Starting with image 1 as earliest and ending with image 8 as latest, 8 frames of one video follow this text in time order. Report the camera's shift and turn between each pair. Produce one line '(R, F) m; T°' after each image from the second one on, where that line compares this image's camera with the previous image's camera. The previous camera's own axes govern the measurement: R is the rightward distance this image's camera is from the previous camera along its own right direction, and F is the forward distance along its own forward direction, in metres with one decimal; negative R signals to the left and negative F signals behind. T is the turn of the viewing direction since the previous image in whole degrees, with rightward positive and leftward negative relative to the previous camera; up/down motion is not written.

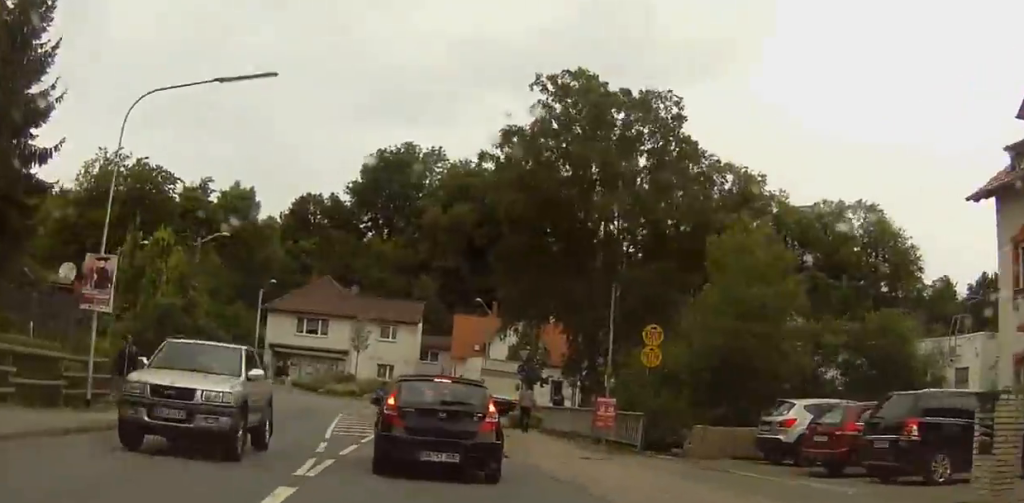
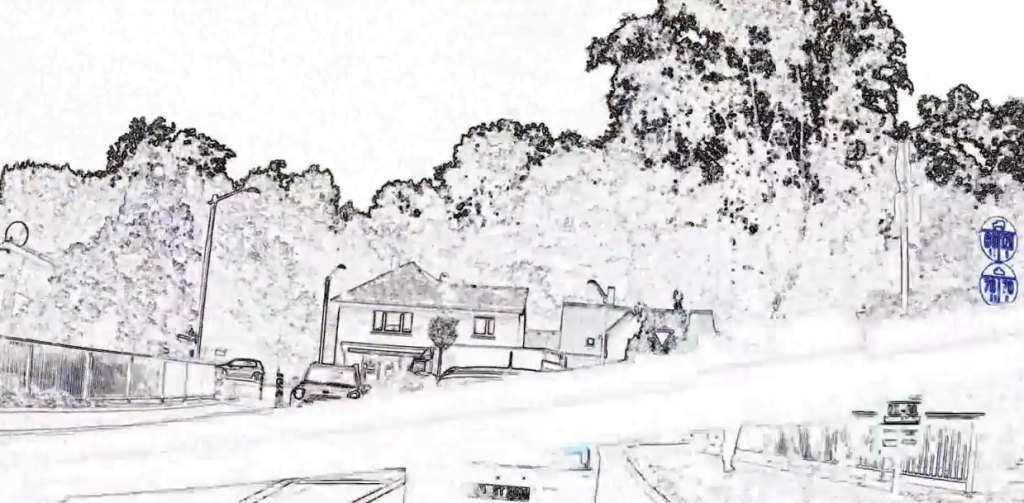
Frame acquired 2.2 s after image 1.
(-2.2, +12.0) m; -11°
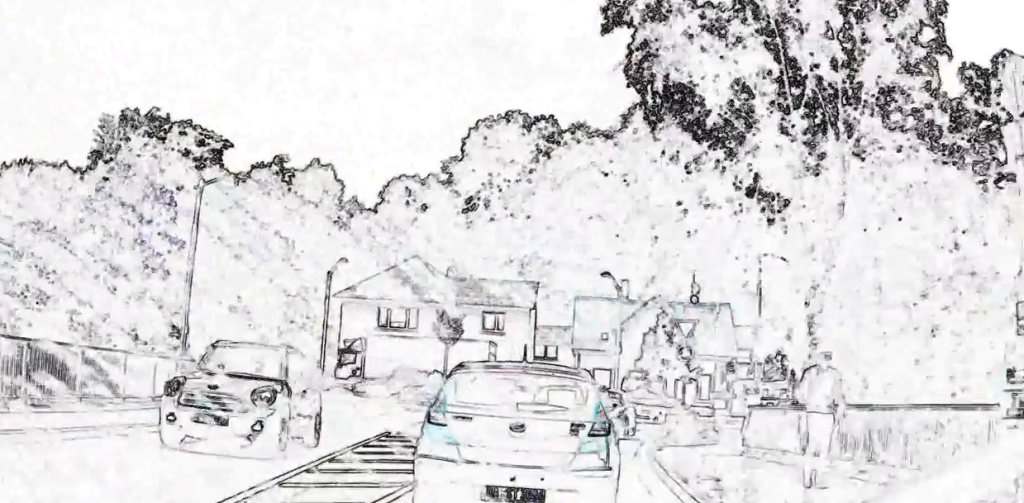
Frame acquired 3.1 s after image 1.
(0.0, +4.0) m; 0°
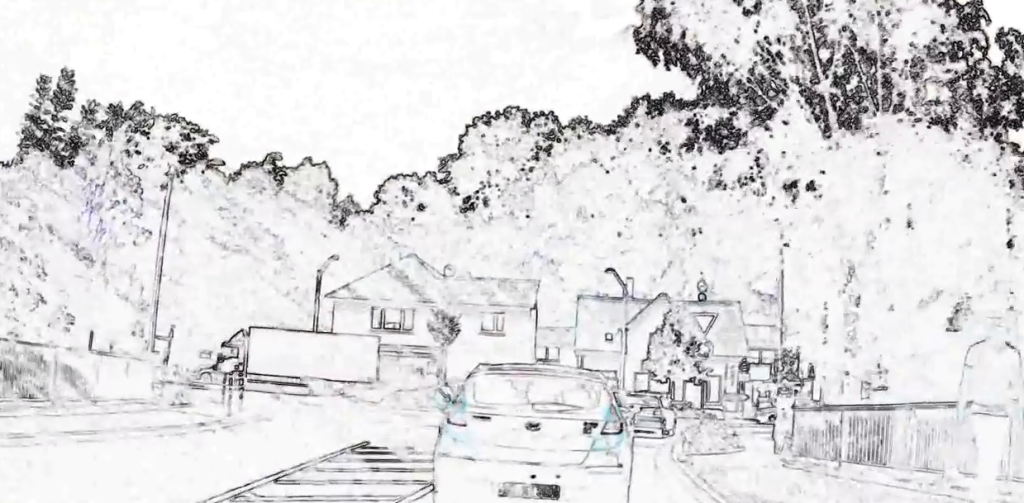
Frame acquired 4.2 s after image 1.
(0.0, +4.1) m; +1°
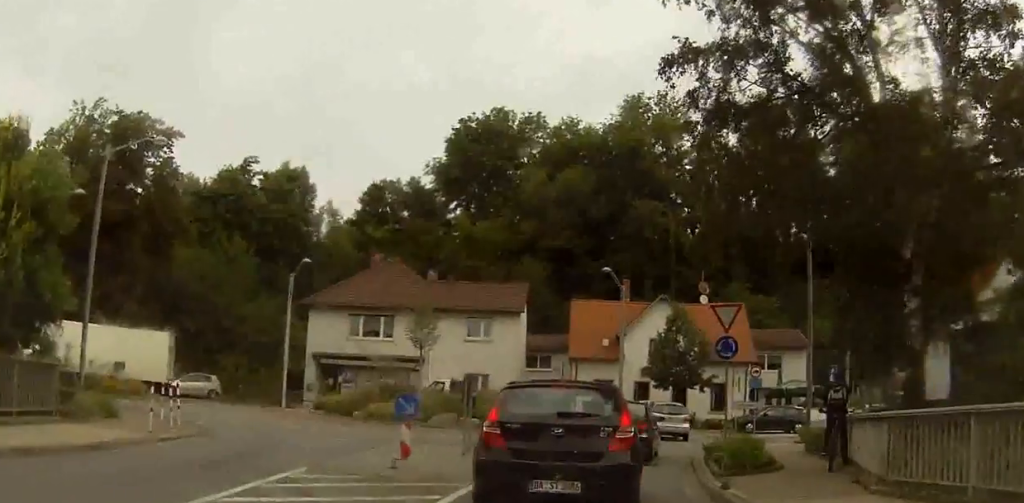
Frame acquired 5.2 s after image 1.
(0.0, +3.2) m; +1°
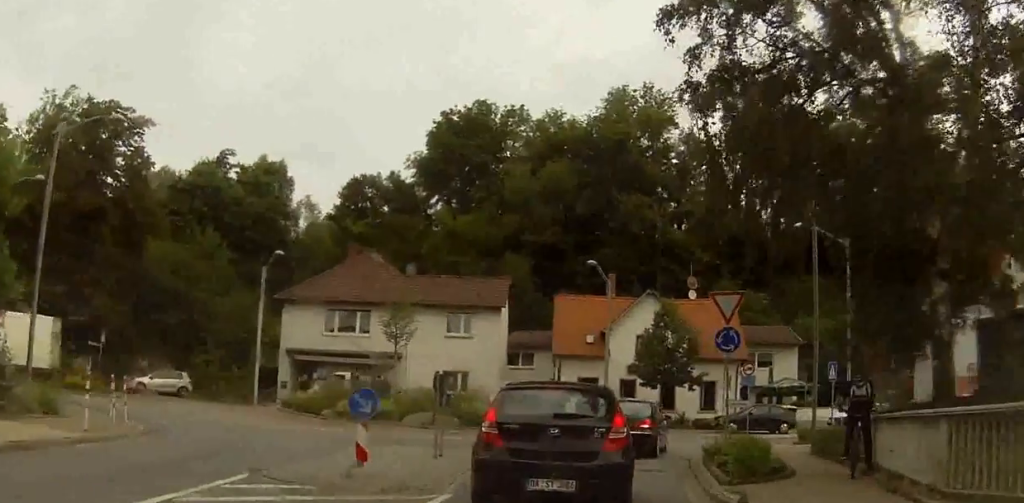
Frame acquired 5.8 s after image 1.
(0.0, +2.0) m; 0°
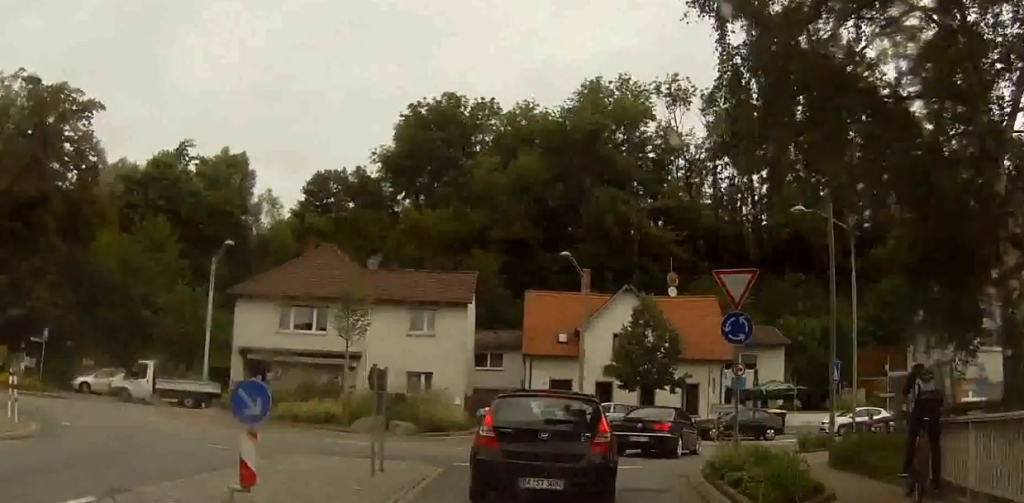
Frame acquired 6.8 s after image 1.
(0.0, +3.2) m; +1°
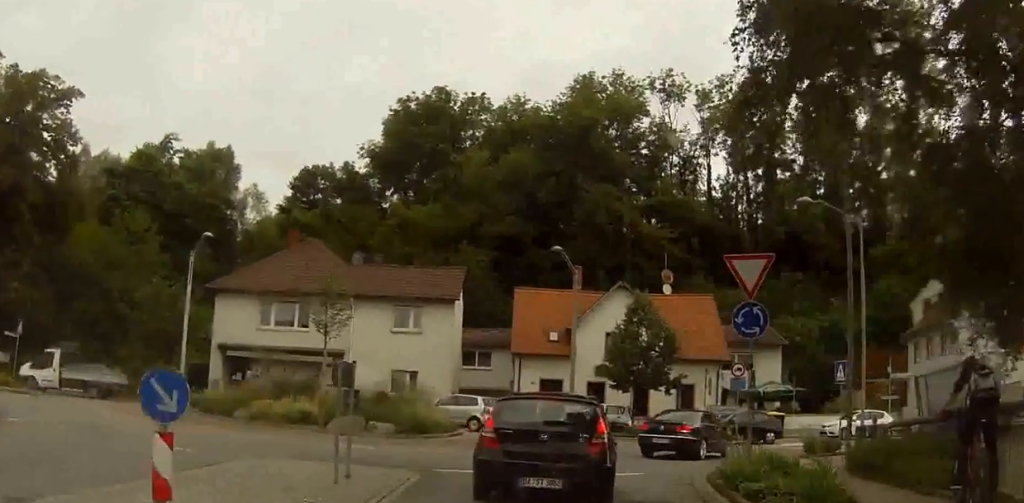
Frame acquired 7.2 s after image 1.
(0.0, +1.4) m; +3°
